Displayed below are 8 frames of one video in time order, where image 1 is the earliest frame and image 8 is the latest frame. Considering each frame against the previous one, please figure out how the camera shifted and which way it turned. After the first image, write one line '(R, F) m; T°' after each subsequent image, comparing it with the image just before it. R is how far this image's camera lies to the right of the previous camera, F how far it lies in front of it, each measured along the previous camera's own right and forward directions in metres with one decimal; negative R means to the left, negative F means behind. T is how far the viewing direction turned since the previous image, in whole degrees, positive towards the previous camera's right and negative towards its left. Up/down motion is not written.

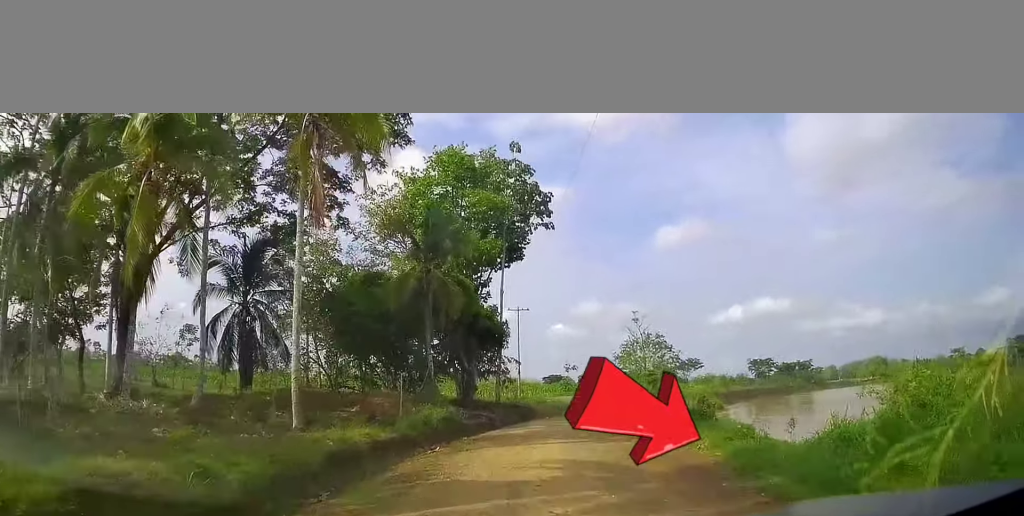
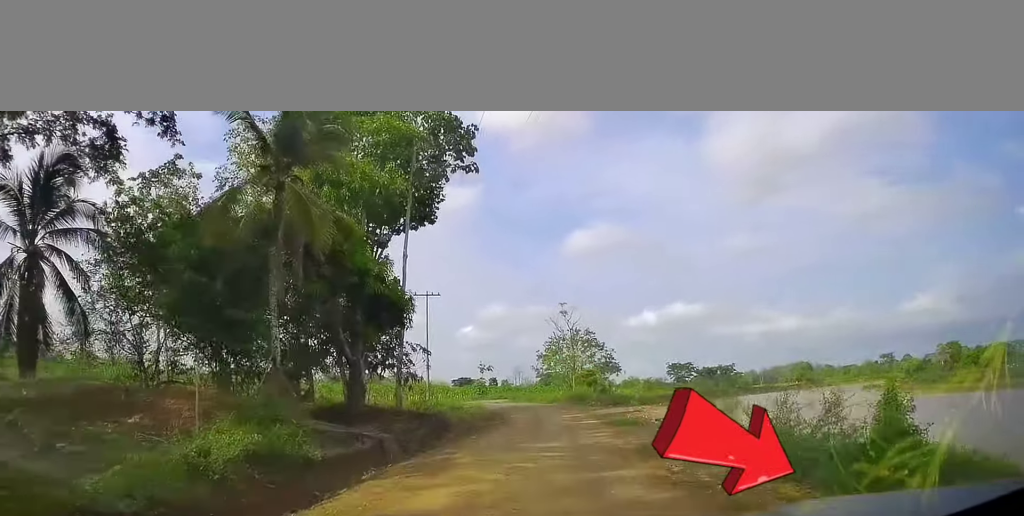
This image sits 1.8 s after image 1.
(+0.9, +11.6) m; +8°
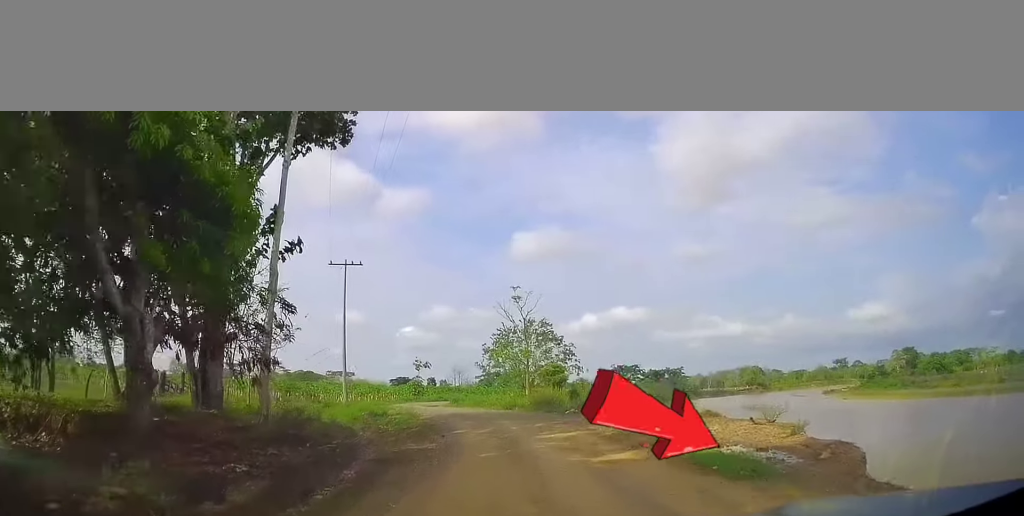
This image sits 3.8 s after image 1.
(+0.2, +12.8) m; +7°
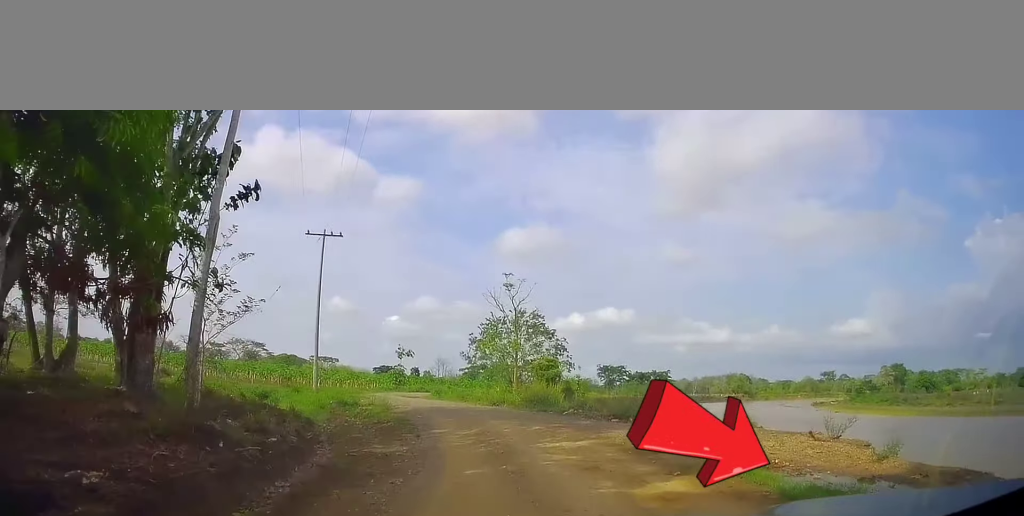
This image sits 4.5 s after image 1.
(+0.4, +4.1) m; +2°
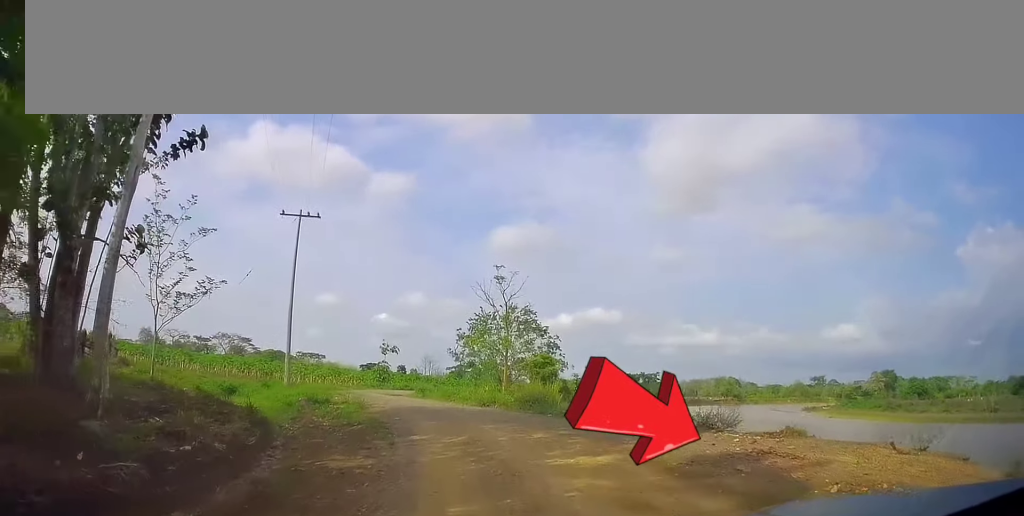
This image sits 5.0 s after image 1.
(+0.1, +3.5) m; +1°
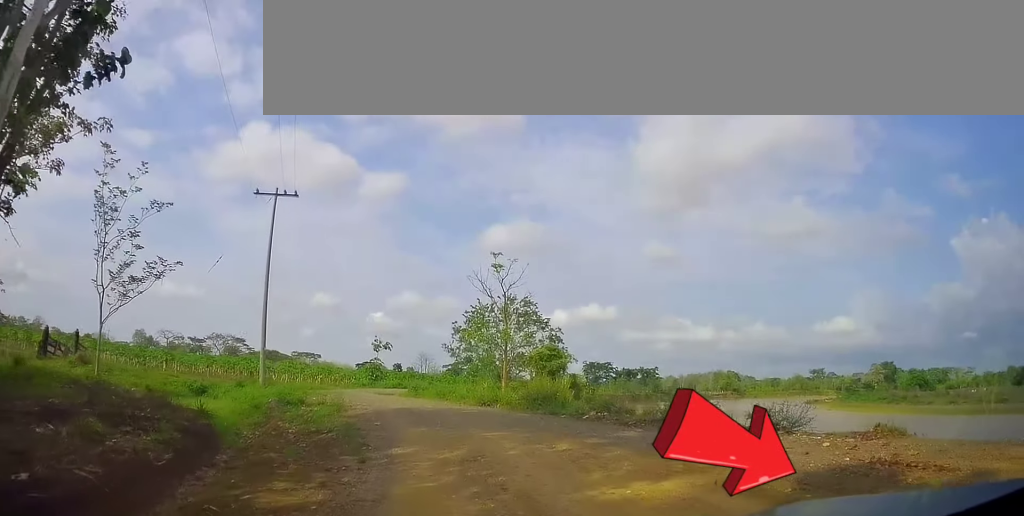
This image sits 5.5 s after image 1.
(-0.2, +3.7) m; 0°
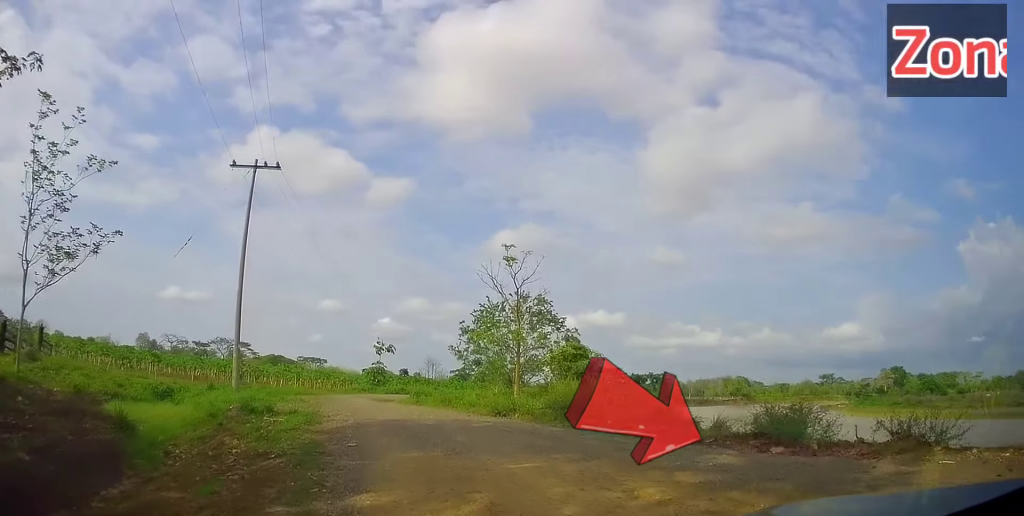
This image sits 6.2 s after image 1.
(+0.1, +4.6) m; +1°
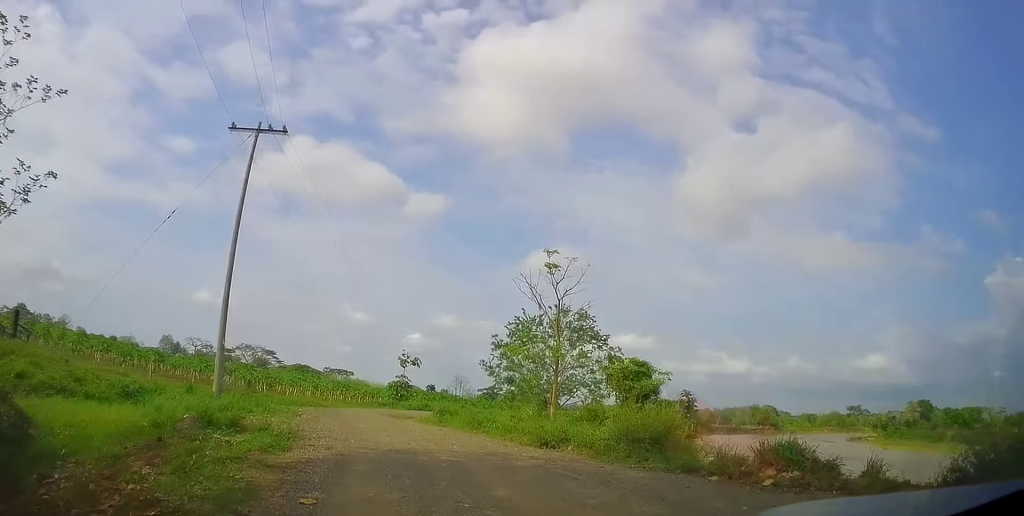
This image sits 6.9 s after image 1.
(+0.1, +4.8) m; +1°
